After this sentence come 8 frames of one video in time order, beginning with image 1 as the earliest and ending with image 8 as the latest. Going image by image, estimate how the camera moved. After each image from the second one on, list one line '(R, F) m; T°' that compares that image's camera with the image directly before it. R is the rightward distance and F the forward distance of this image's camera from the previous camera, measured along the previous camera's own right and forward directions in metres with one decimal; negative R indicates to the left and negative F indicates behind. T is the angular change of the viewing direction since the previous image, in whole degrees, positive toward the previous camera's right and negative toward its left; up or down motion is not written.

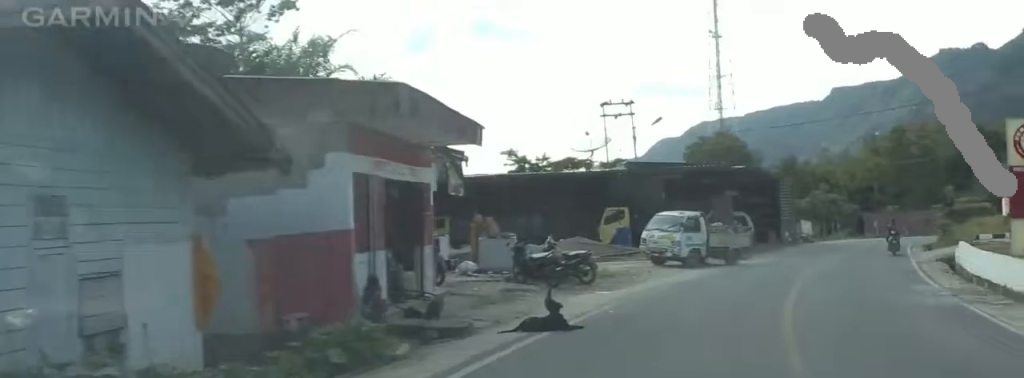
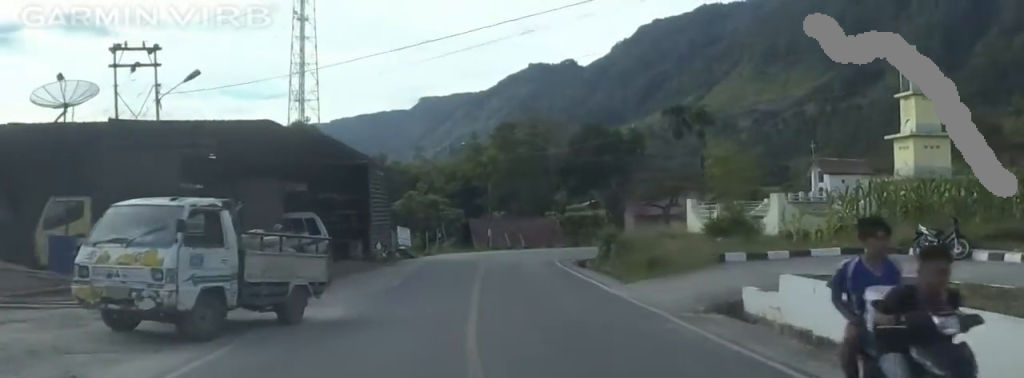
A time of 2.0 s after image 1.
(+7.2, +19.6) m; +24°
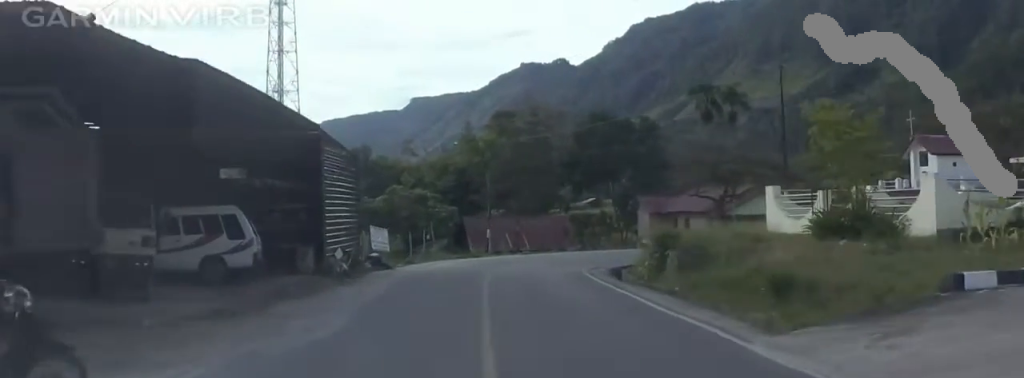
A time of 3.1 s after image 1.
(-0.8, +11.8) m; -5°
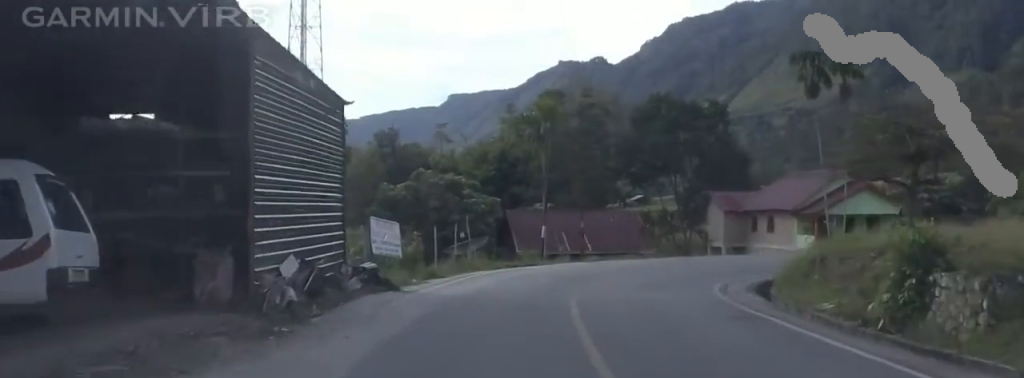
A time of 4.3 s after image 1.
(-0.2, +13.5) m; -2°
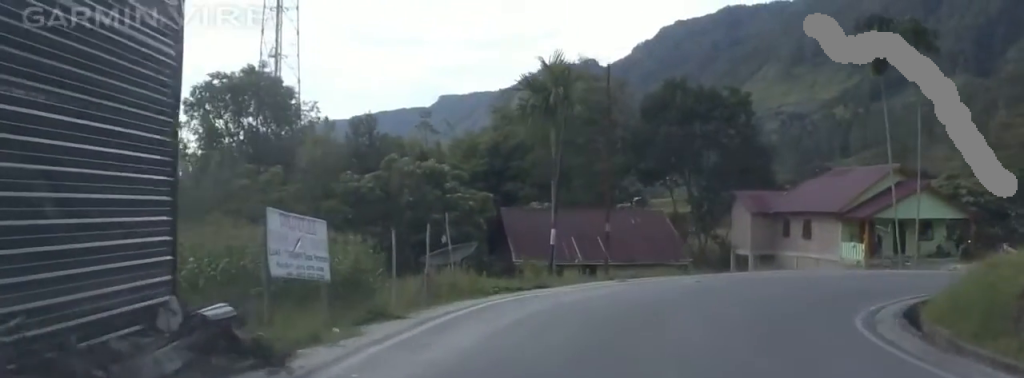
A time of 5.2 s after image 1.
(-0.4, +10.2) m; +6°
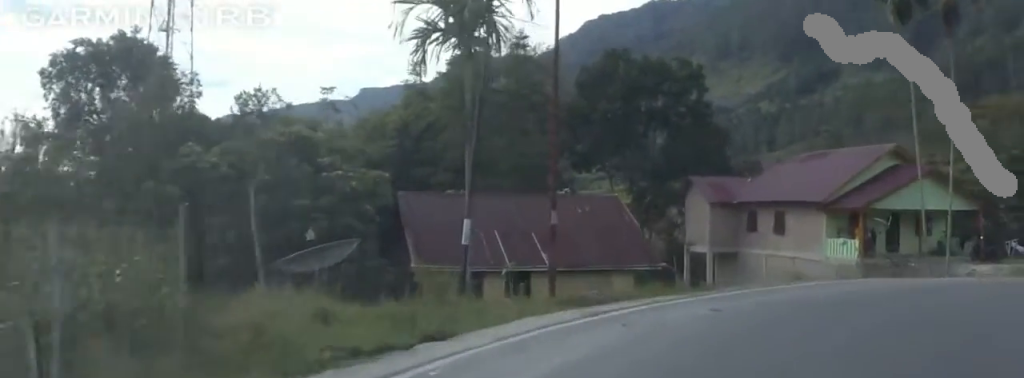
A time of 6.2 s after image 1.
(+1.7, +11.2) m; +10°
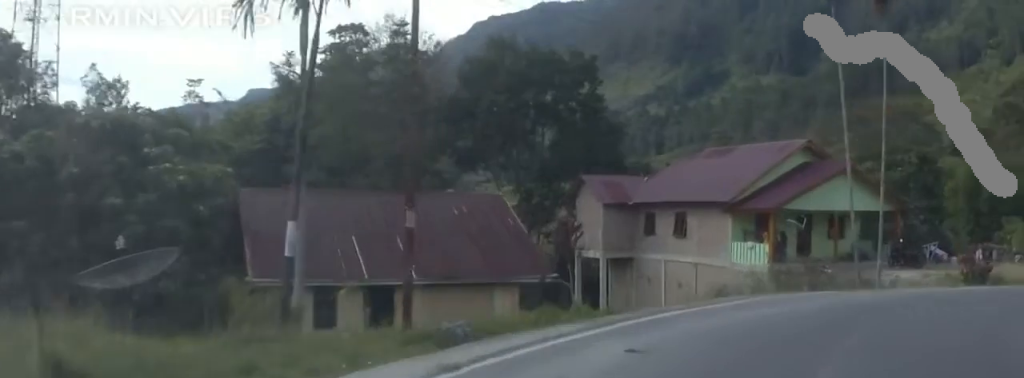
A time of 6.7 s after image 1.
(+0.1, +4.9) m; +8°
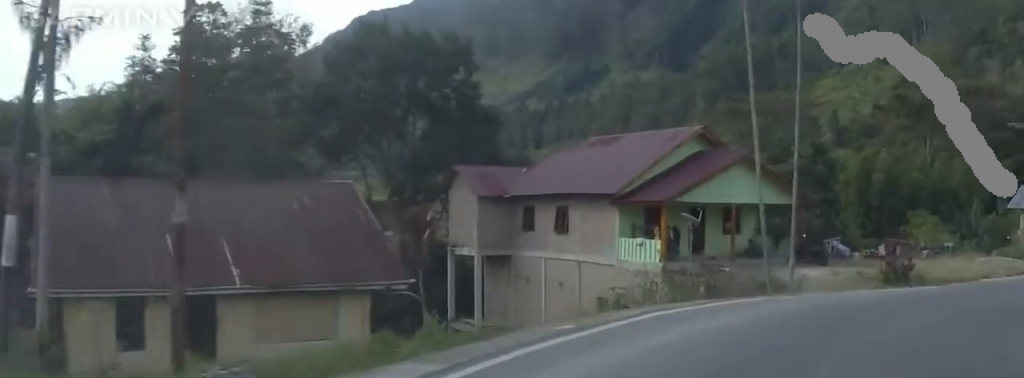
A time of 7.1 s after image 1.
(-0.5, +4.4) m; +7°
